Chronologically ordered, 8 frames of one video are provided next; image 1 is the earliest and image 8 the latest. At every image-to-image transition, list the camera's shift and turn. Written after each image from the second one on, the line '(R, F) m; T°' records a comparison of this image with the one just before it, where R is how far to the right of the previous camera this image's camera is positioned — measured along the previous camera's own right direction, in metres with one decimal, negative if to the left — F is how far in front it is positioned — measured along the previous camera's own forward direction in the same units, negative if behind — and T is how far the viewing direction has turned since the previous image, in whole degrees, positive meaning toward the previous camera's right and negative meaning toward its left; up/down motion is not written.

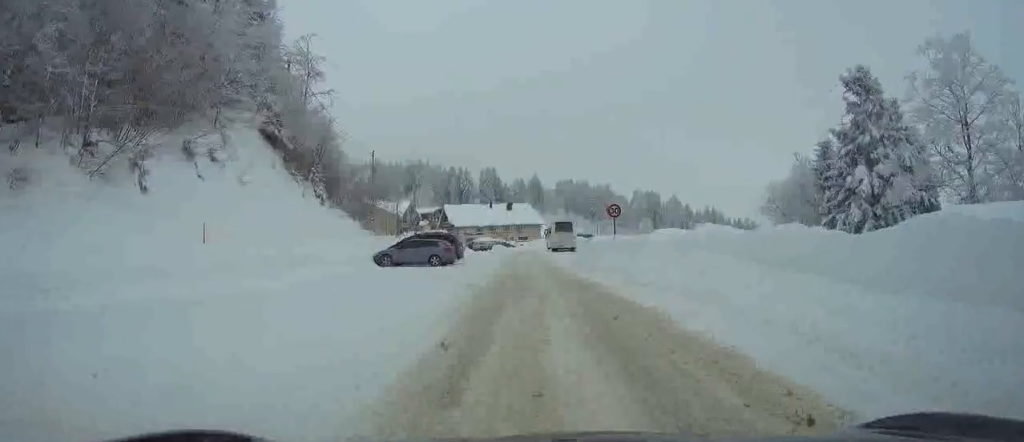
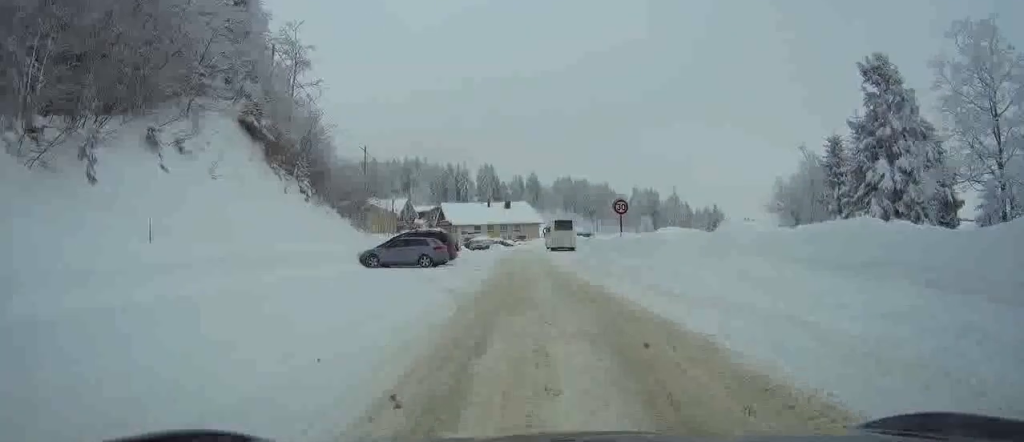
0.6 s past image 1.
(0.0, +2.6) m; 0°
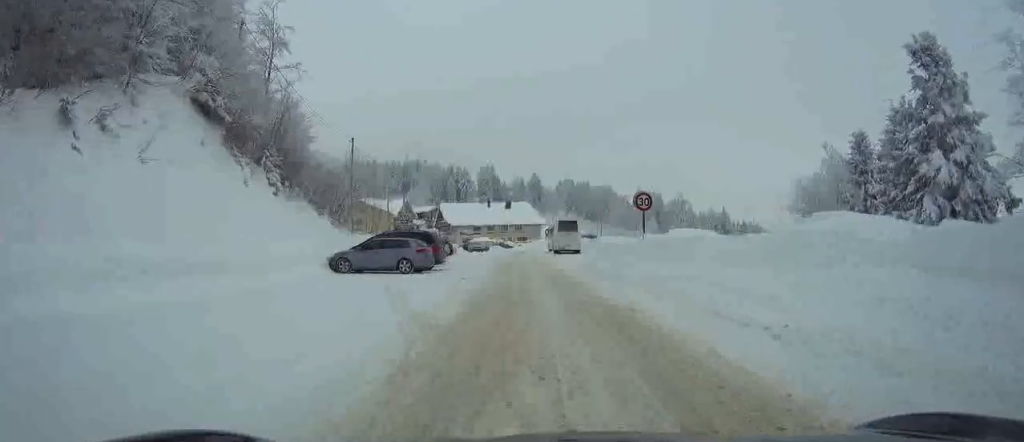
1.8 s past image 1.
(0.0, +5.2) m; -1°
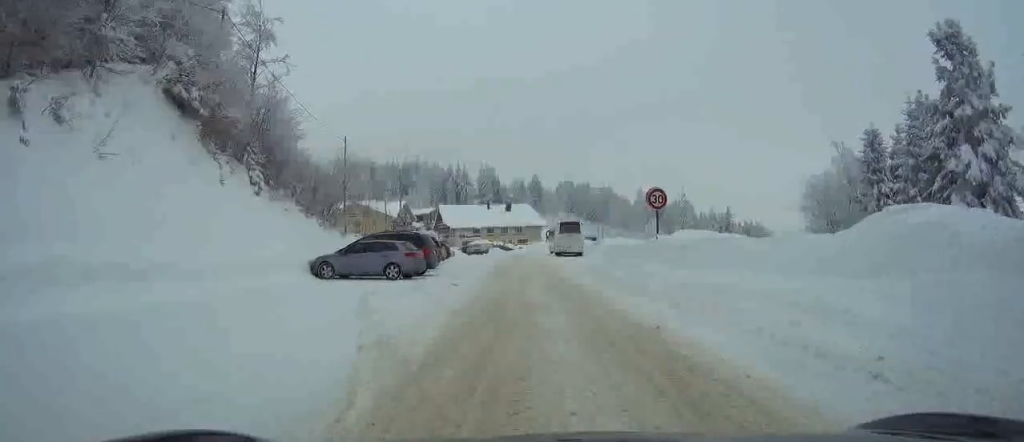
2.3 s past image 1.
(0.0, +2.6) m; 0°
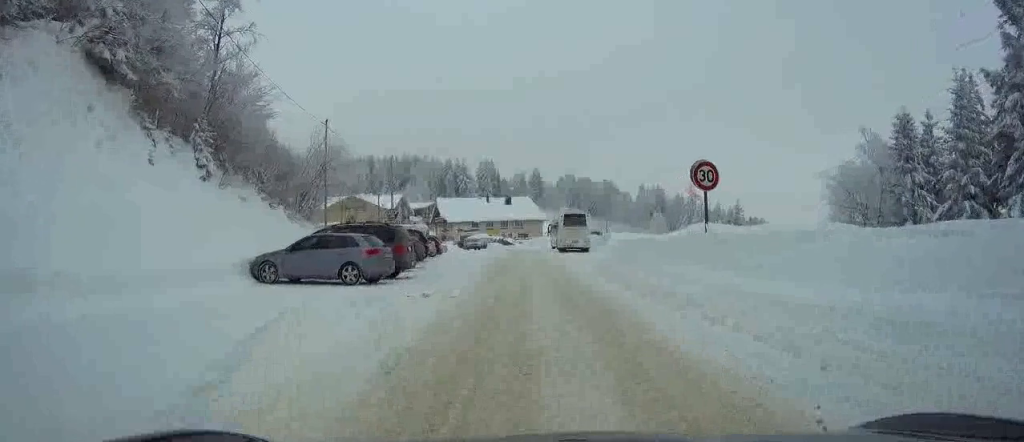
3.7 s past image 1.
(0.0, +5.9) m; 0°
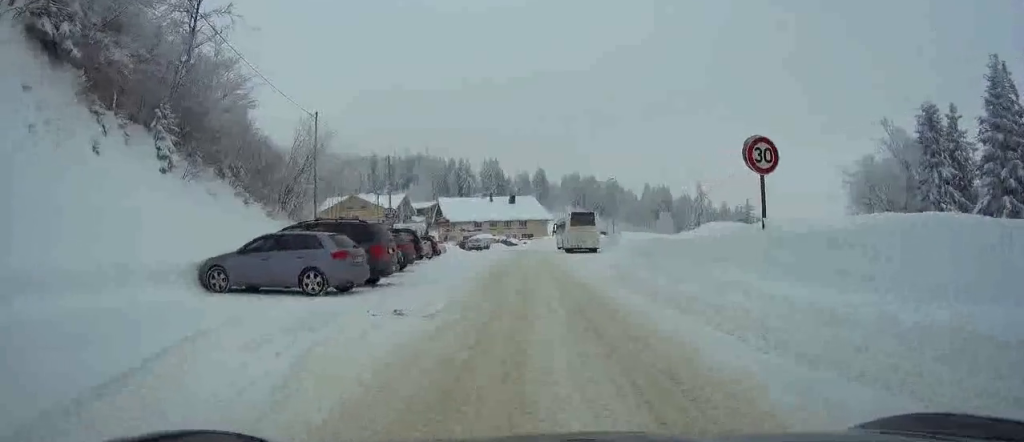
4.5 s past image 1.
(0.0, +3.6) m; -1°
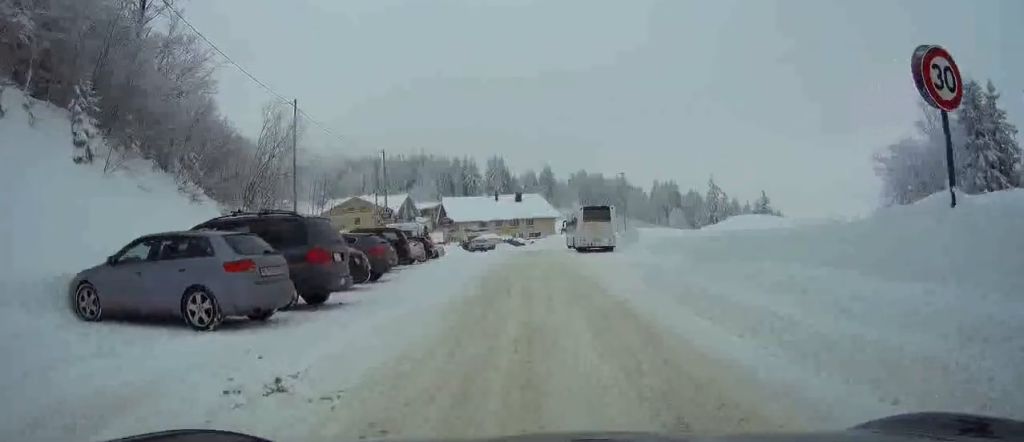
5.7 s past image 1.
(0.0, +5.6) m; 0°
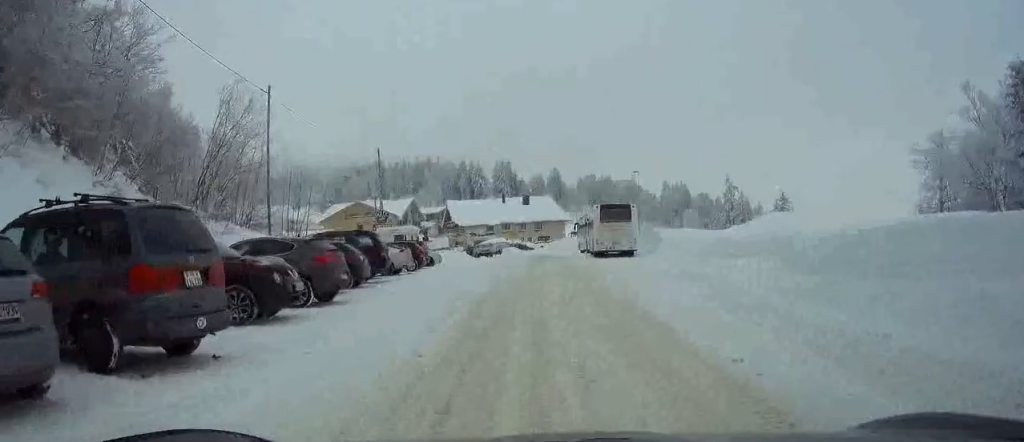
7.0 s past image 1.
(0.0, +5.9) m; 0°
